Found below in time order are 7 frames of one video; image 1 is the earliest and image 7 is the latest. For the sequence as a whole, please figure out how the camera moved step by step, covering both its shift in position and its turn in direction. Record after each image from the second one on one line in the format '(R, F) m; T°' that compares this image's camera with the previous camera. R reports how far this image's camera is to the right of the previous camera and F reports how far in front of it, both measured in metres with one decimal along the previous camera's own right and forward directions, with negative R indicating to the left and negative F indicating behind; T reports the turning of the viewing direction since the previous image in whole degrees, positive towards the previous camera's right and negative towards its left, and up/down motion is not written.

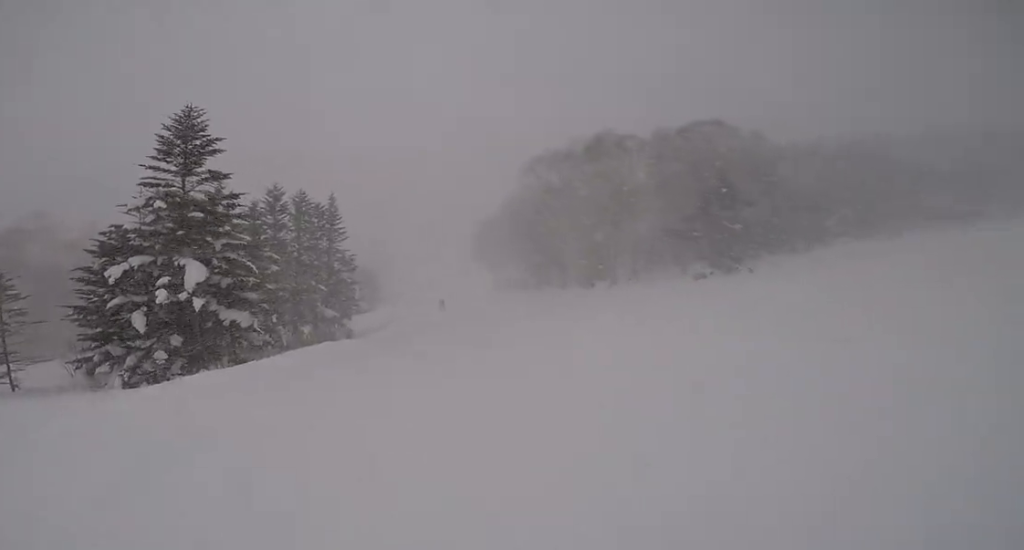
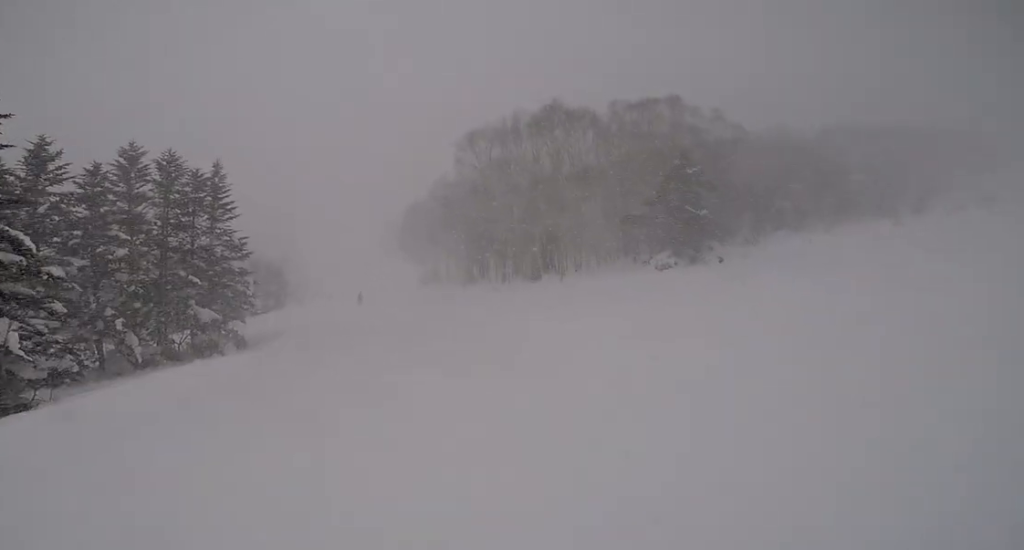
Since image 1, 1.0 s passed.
(-0.7, +7.3) m; 0°
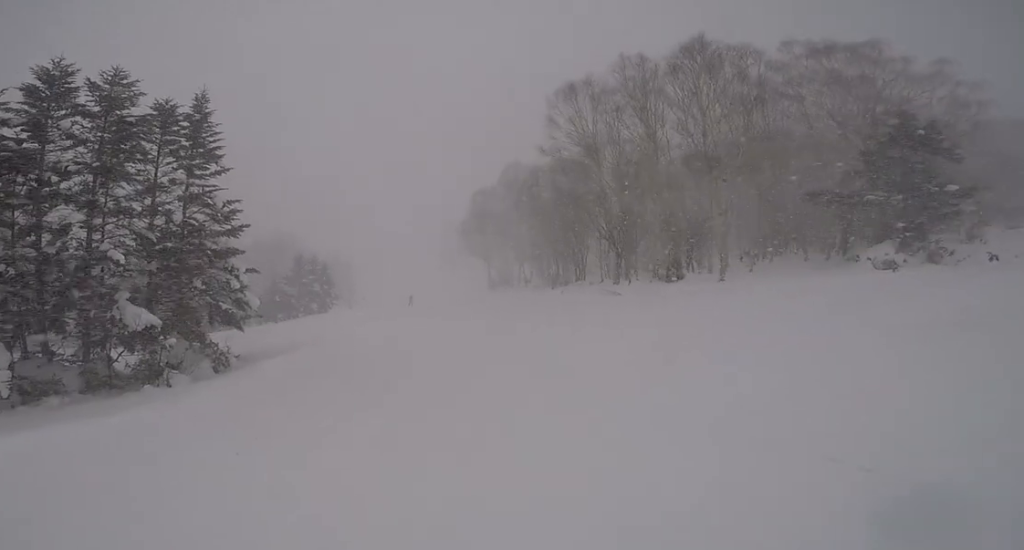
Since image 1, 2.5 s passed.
(+1.2, +11.0) m; +5°
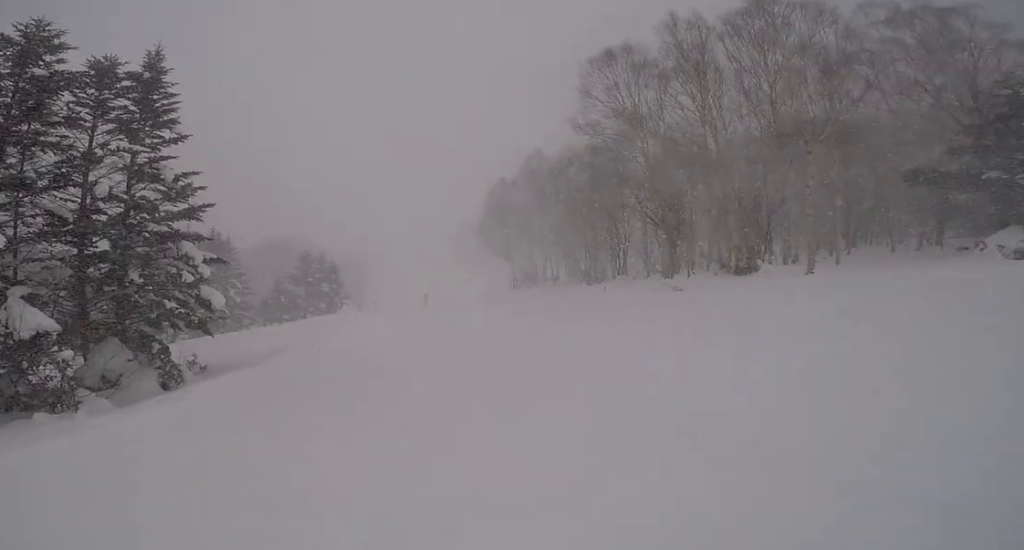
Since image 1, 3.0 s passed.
(+0.2, +4.3) m; -4°
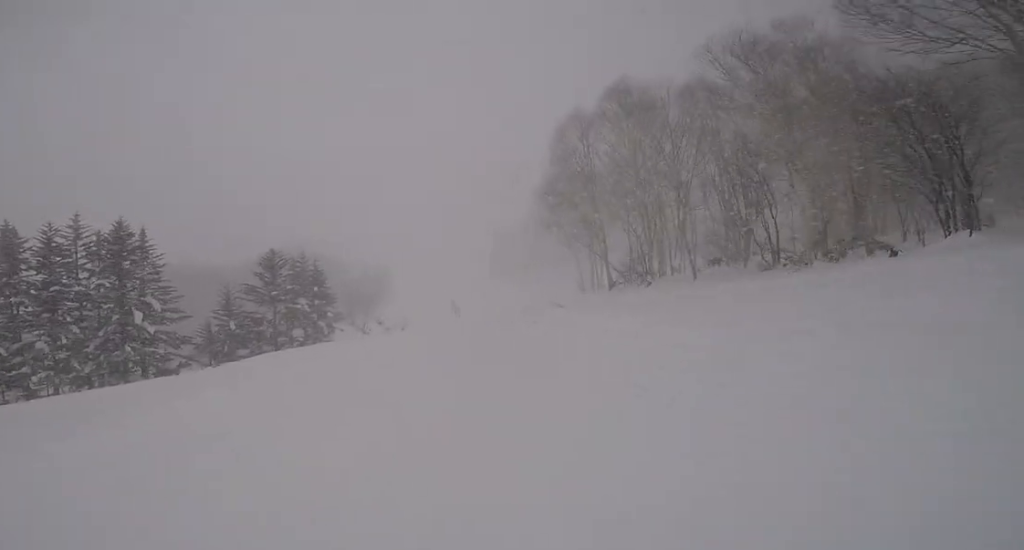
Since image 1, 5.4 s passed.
(-0.5, +17.1) m; -1°
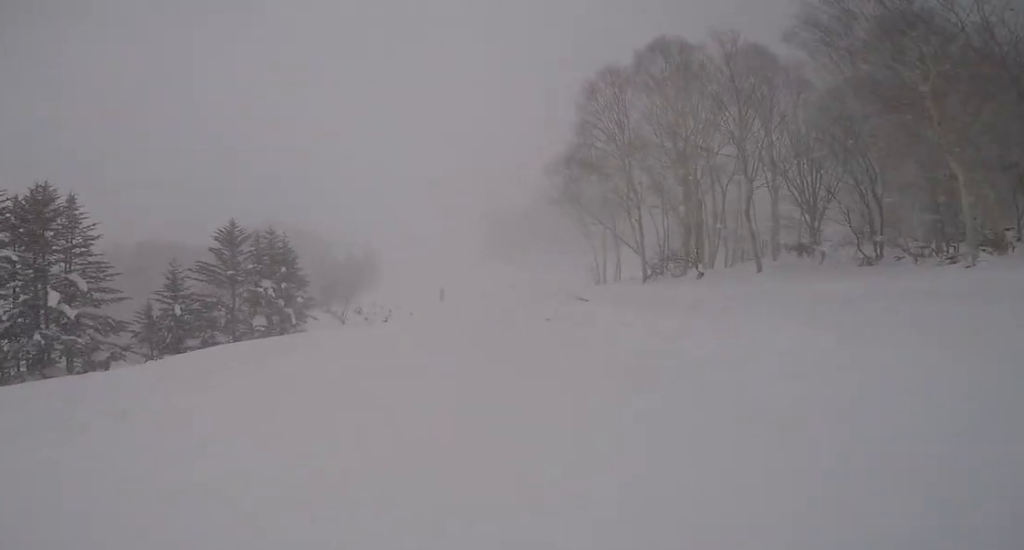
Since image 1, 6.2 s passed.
(-0.6, +5.1) m; 0°
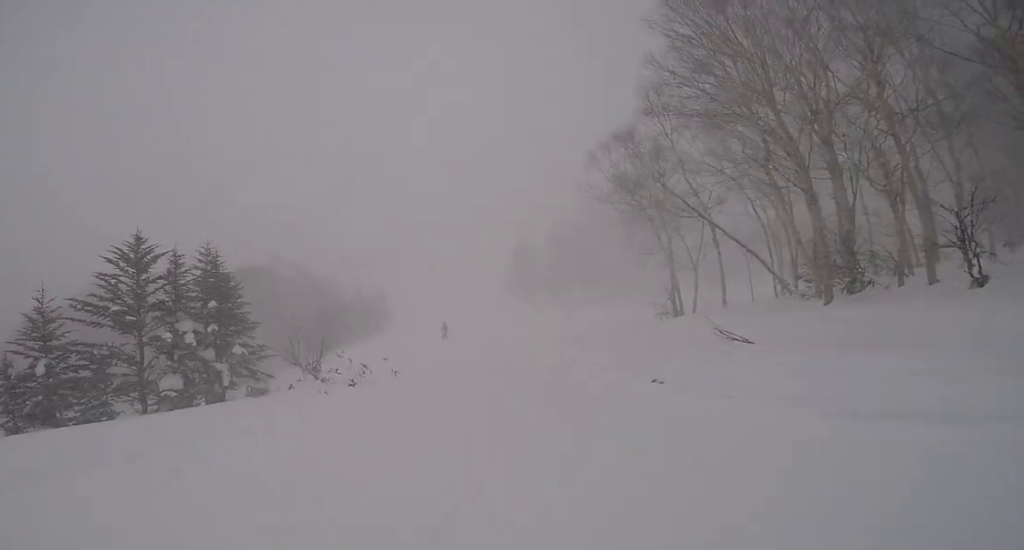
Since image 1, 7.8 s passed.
(+1.2, +10.1) m; +1°
